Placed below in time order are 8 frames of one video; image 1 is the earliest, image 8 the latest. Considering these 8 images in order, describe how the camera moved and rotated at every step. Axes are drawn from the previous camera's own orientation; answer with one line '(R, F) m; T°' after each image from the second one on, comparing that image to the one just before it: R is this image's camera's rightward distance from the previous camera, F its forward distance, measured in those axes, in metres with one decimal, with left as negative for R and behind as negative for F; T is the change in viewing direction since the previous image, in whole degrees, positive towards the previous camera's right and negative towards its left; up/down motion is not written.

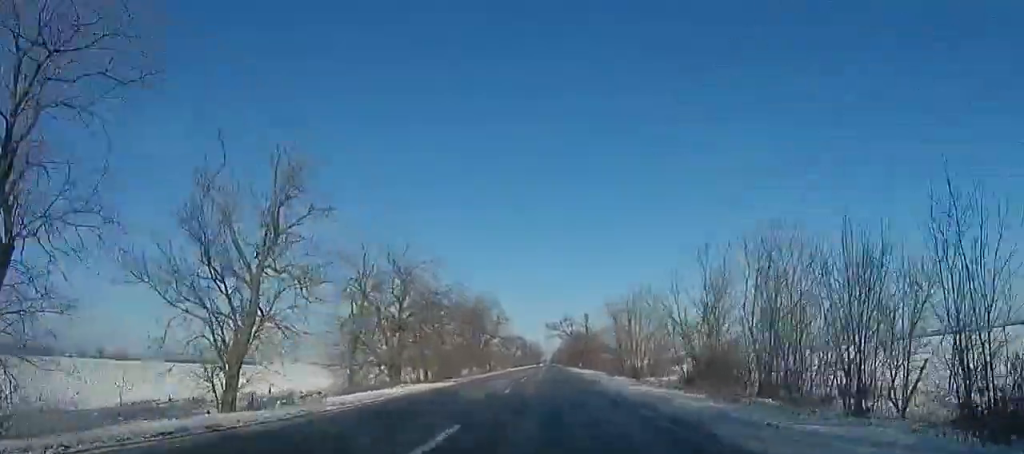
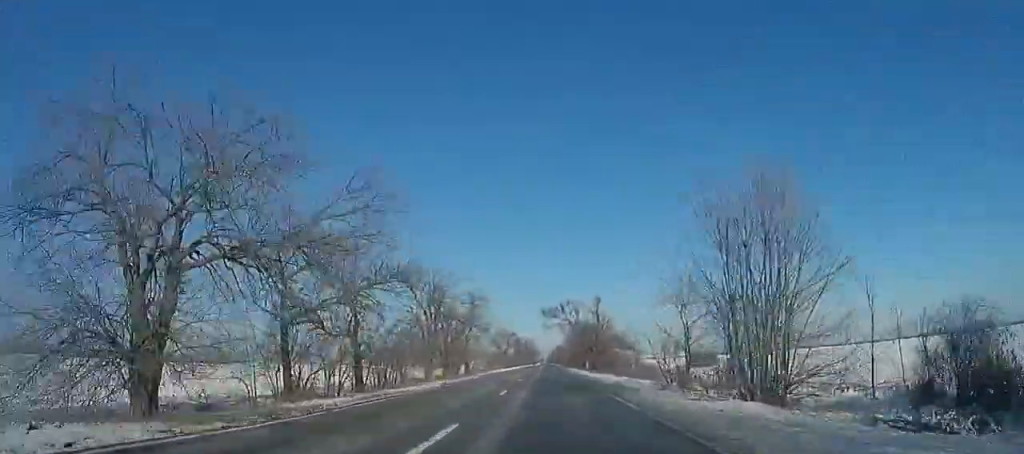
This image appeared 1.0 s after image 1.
(-0.2, +23.3) m; 0°
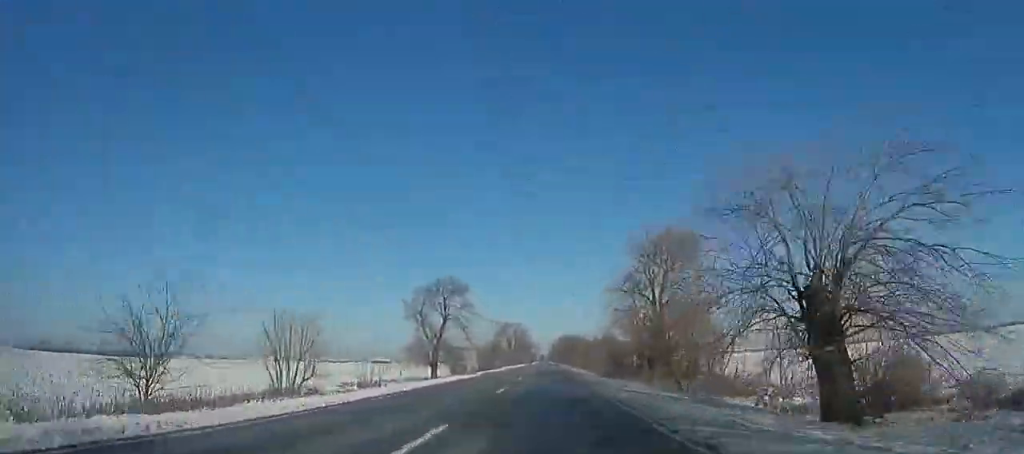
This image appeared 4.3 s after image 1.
(+0.1, +80.3) m; 0°
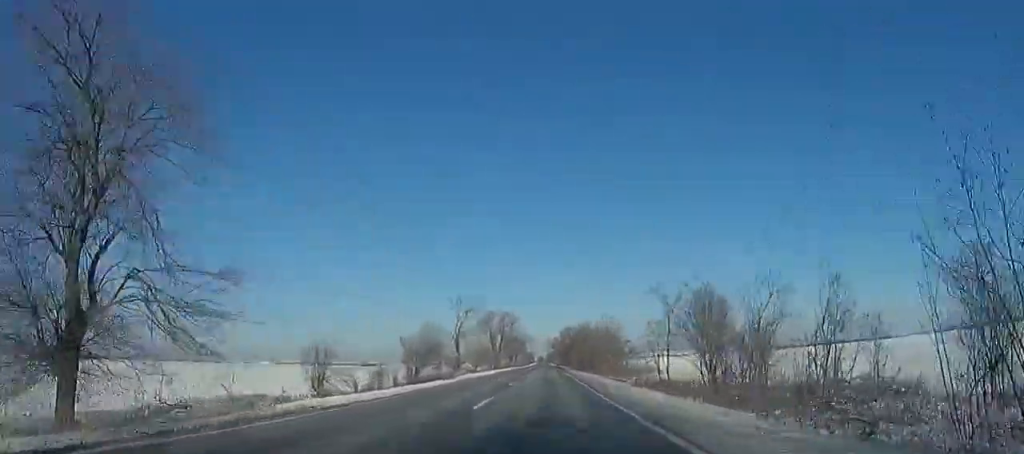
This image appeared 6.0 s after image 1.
(+0.5, +41.5) m; 0°
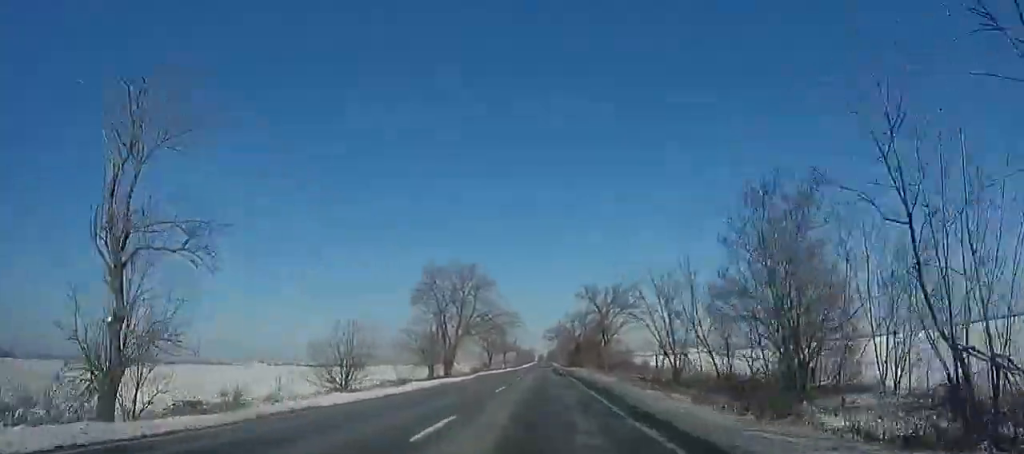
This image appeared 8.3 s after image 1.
(-0.1, +53.2) m; 0°
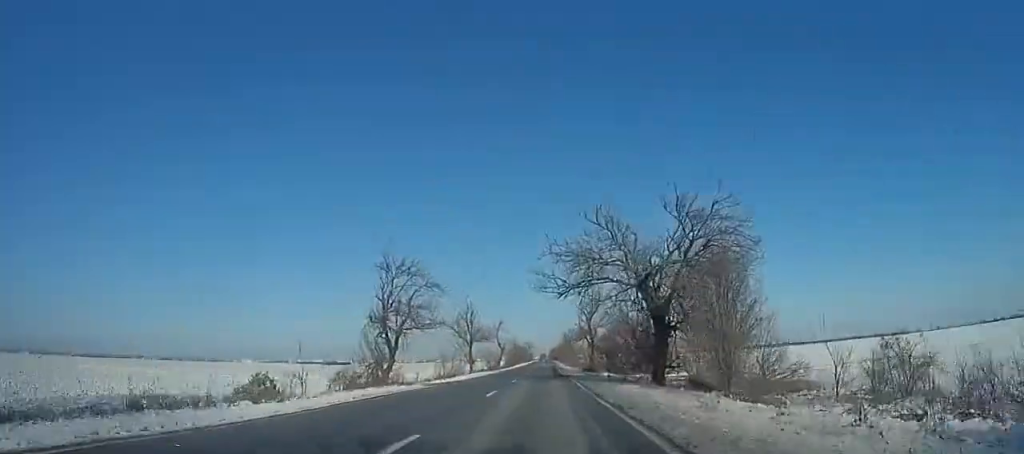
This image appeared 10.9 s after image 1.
(+0.3, +62.9) m; -1°
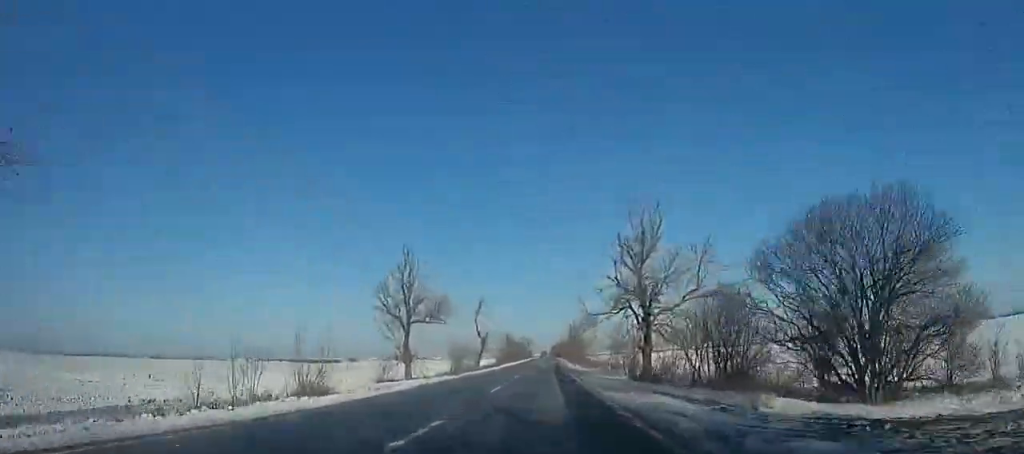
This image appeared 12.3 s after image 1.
(-0.7, +34.4) m; 0°
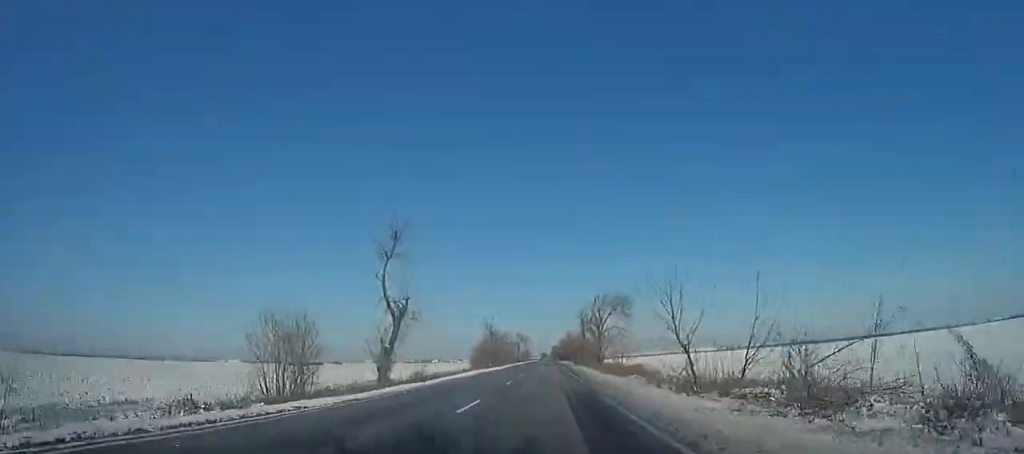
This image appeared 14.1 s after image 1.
(+0.6, +43.4) m; 0°
